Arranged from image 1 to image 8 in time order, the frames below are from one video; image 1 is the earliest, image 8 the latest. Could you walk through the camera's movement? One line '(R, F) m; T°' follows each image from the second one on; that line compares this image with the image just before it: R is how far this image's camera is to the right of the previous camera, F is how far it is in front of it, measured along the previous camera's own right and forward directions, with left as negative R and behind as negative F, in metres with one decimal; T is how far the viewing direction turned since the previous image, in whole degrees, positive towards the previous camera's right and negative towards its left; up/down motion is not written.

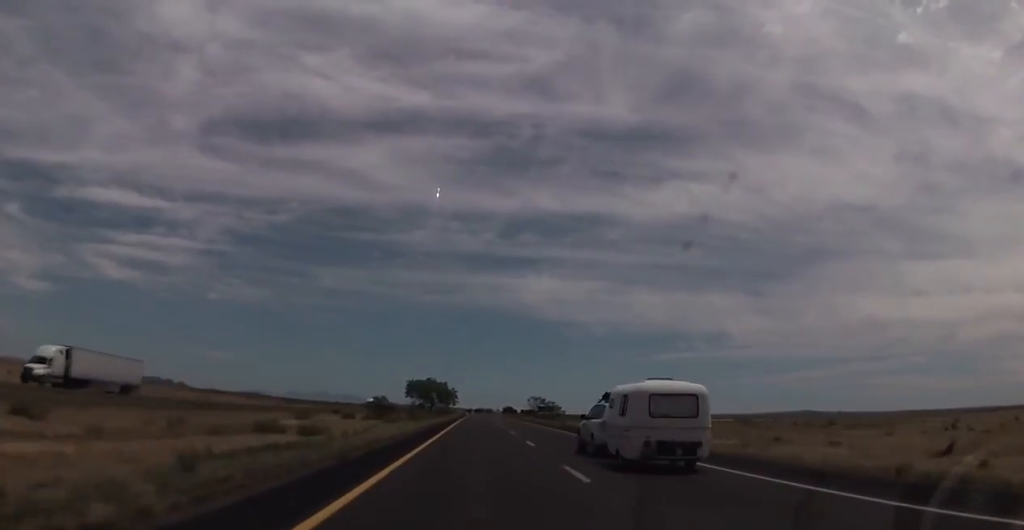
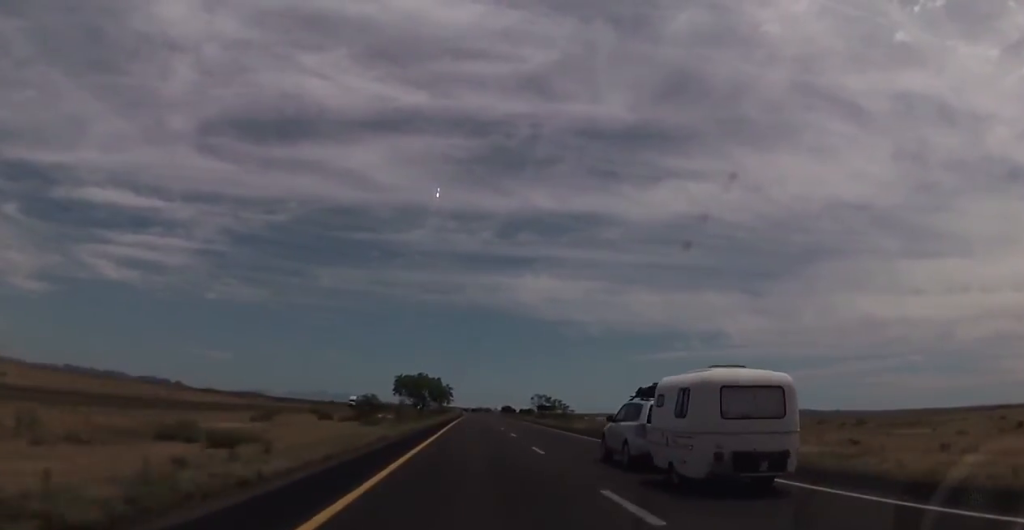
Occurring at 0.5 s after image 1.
(-0.3, +16.9) m; 0°
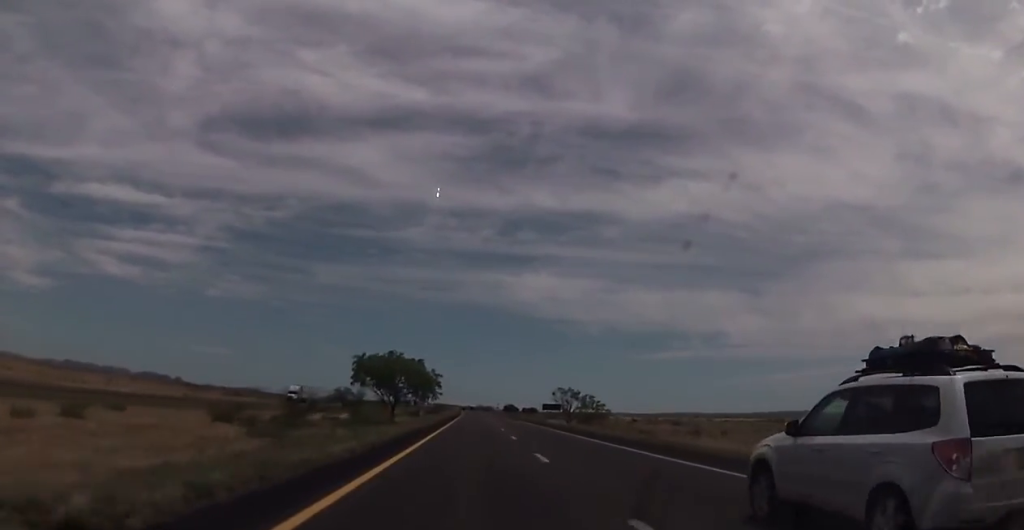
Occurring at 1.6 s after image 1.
(+0.1, +39.8) m; +1°
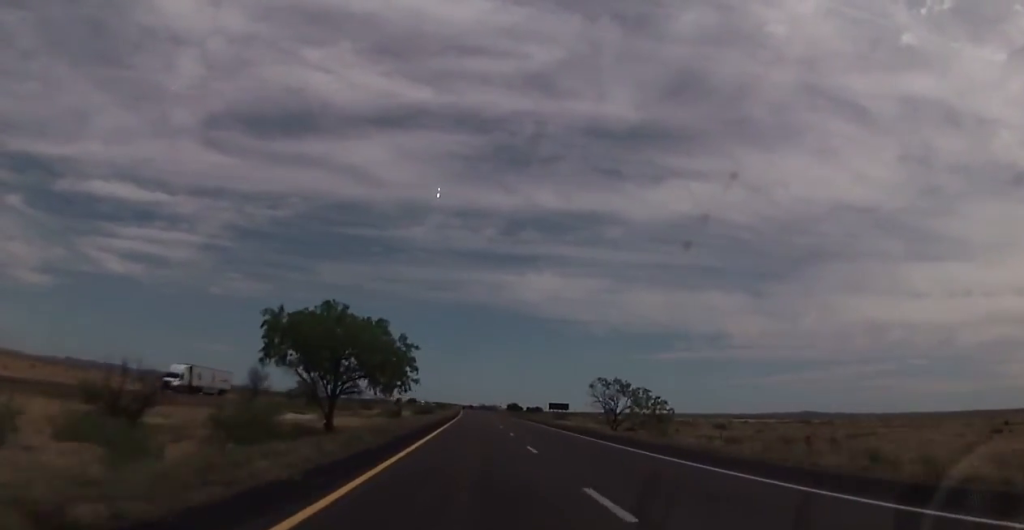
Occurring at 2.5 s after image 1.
(+0.1, +33.7) m; 0°
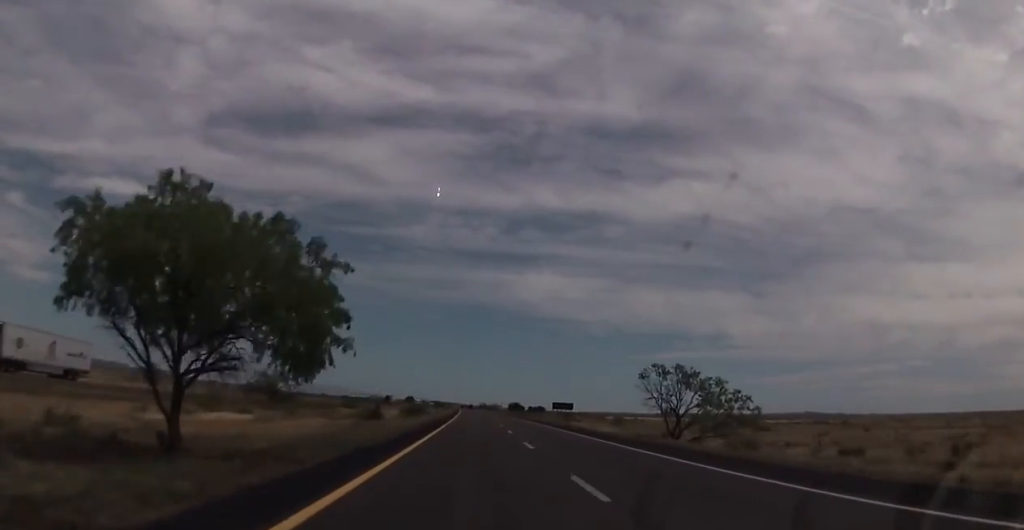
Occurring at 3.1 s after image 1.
(0.0, +22.9) m; 0°
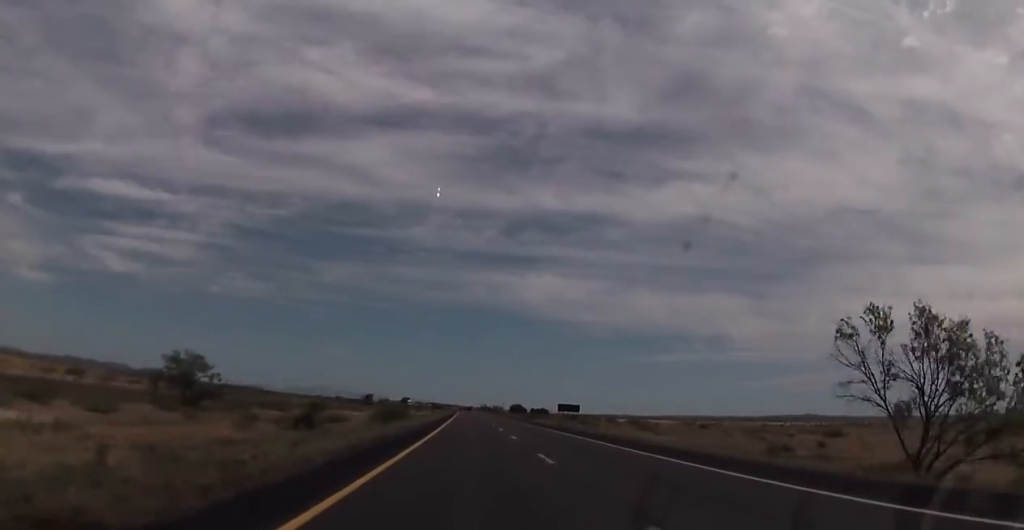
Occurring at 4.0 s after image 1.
(0.0, +30.2) m; 0°
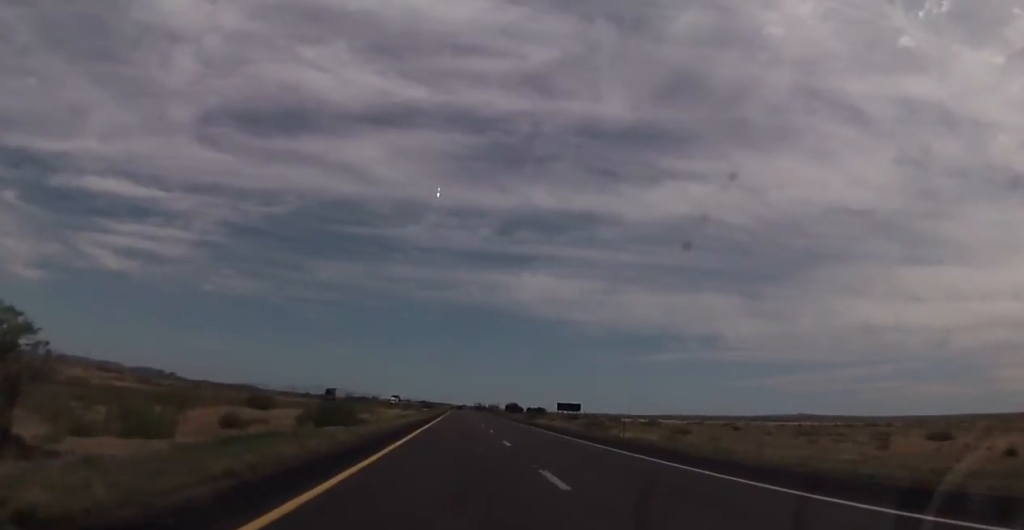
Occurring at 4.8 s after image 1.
(0.0, +30.1) m; 0°
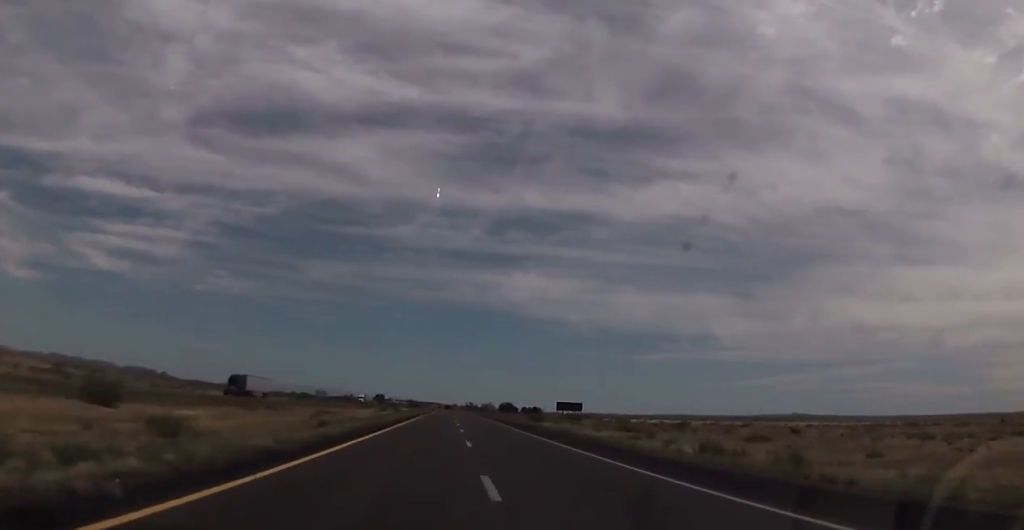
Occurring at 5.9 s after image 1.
(0.0, +38.6) m; 0°
